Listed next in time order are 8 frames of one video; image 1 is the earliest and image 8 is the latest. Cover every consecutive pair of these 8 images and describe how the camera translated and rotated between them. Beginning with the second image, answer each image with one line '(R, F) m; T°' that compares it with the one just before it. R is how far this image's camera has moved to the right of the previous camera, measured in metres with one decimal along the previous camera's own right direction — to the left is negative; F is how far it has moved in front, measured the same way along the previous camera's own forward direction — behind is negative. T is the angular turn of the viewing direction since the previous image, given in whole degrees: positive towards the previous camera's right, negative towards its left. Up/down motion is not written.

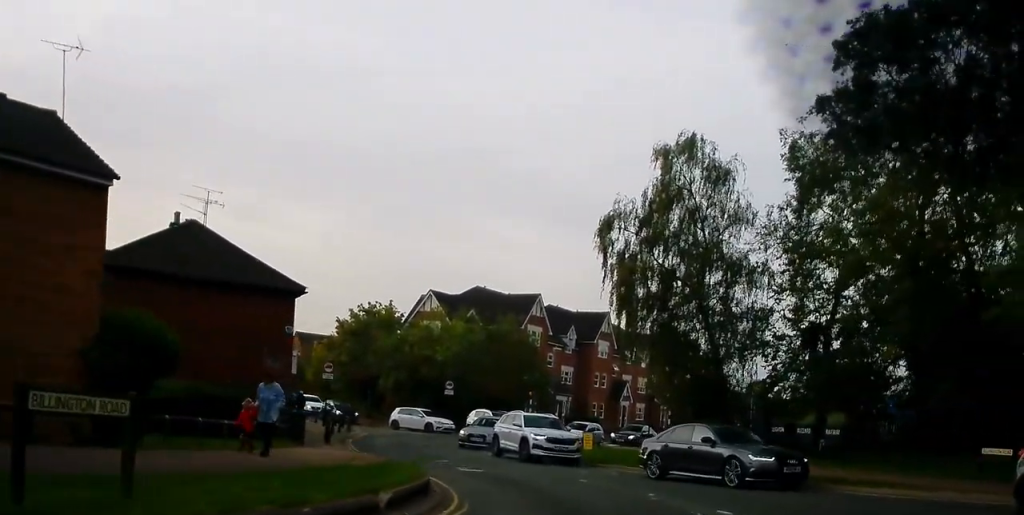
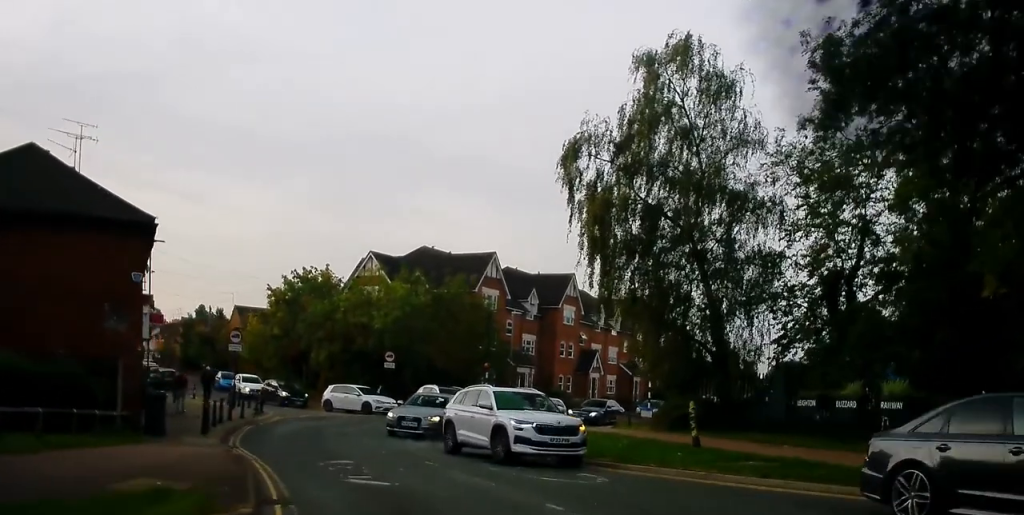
(+0.7, +7.4) m; +6°
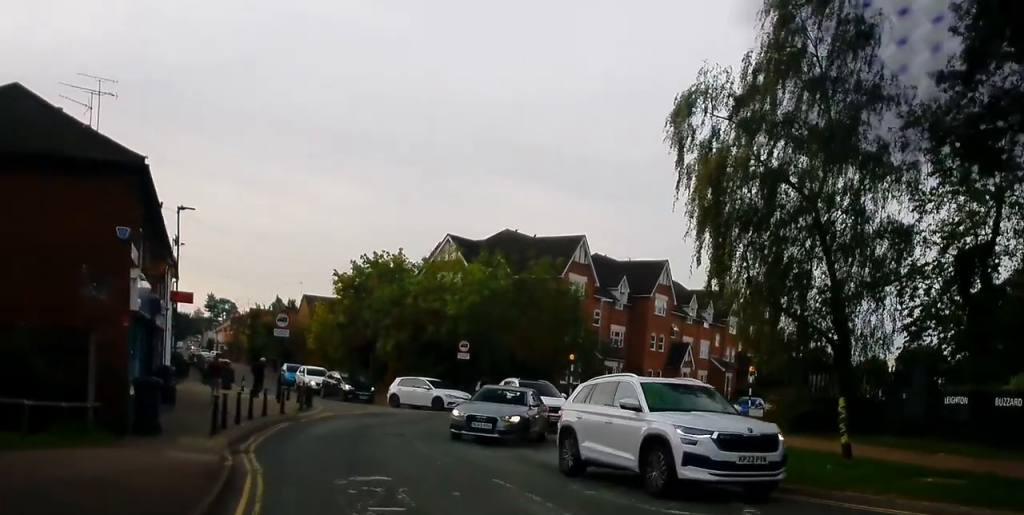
(+0.1, +4.5) m; -8°
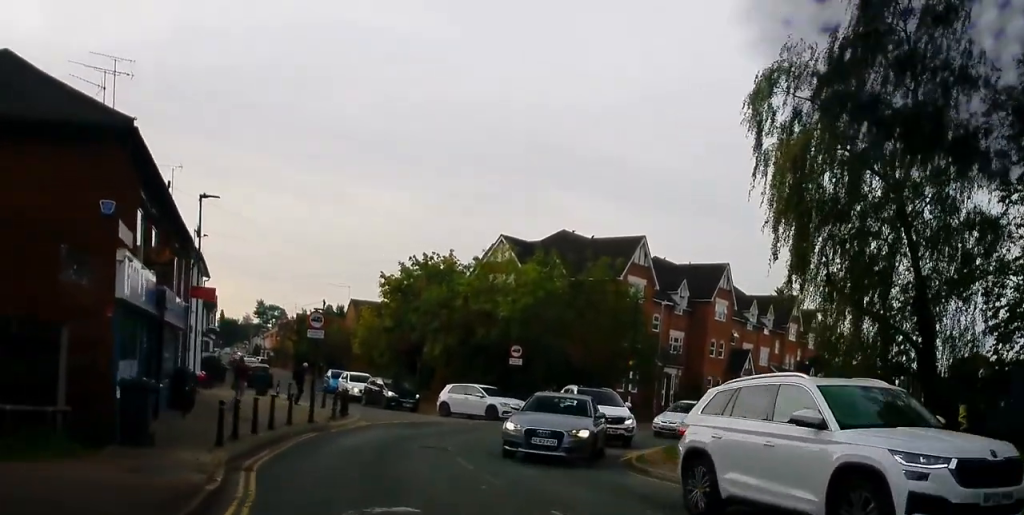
(-0.4, +2.4) m; -4°
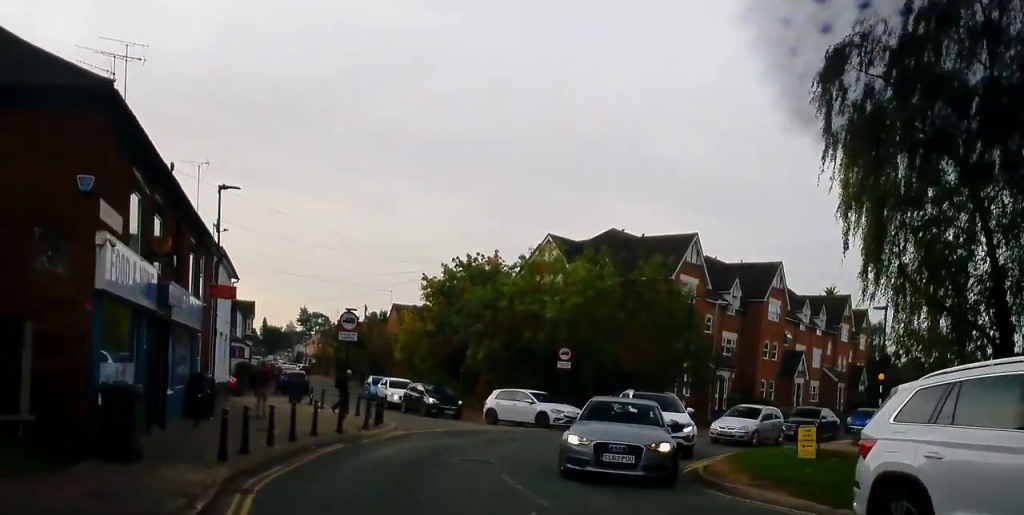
(-0.2, +2.0) m; -3°
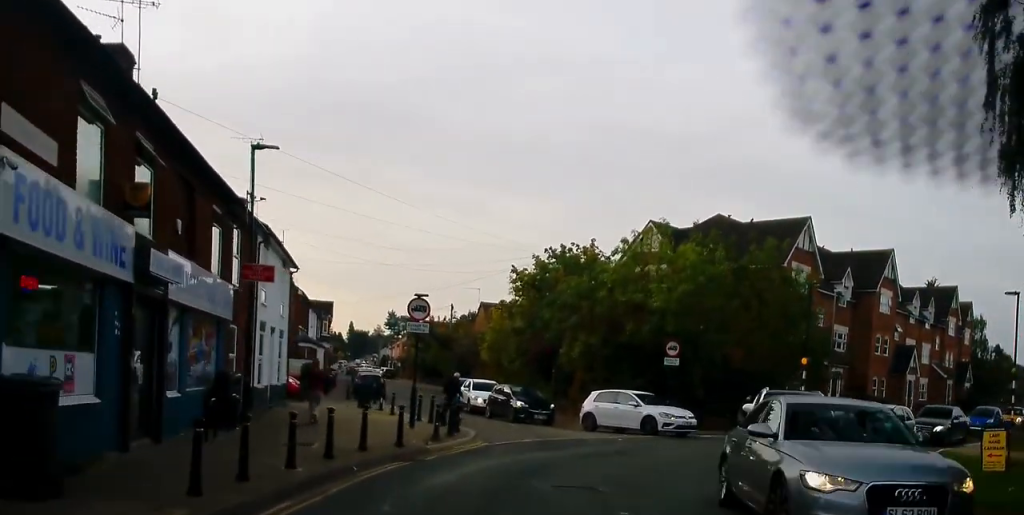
(+0.1, +4.2) m; -3°
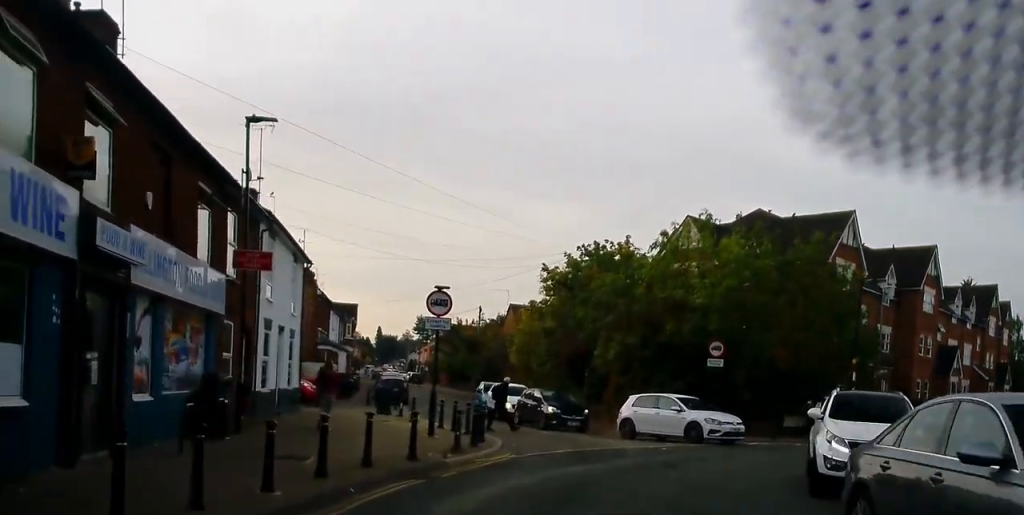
(0.0, +2.2) m; -1°
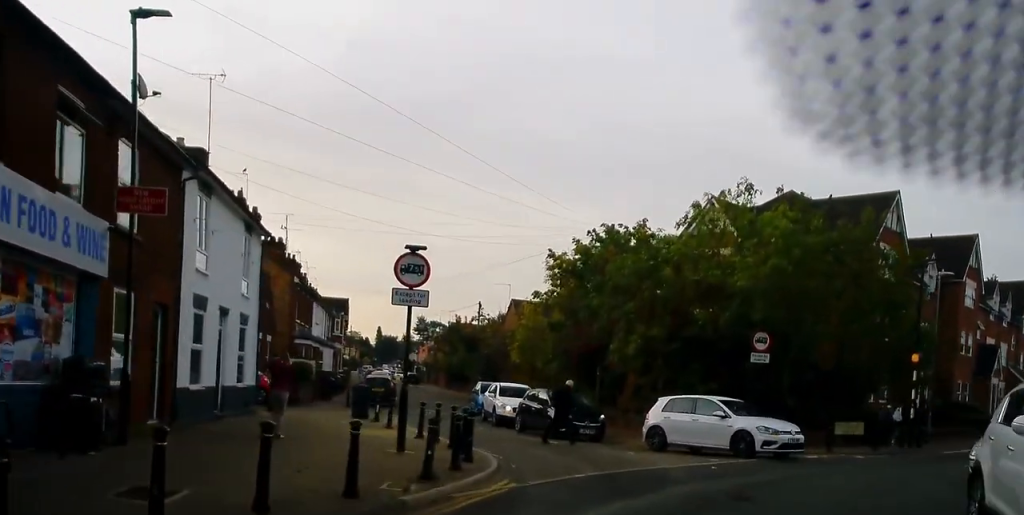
(-0.3, +4.8) m; -1°
